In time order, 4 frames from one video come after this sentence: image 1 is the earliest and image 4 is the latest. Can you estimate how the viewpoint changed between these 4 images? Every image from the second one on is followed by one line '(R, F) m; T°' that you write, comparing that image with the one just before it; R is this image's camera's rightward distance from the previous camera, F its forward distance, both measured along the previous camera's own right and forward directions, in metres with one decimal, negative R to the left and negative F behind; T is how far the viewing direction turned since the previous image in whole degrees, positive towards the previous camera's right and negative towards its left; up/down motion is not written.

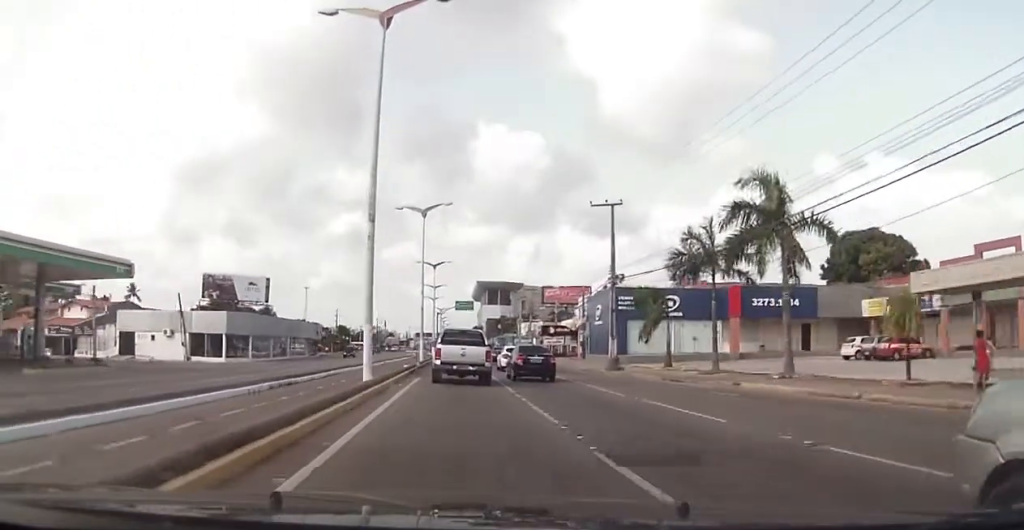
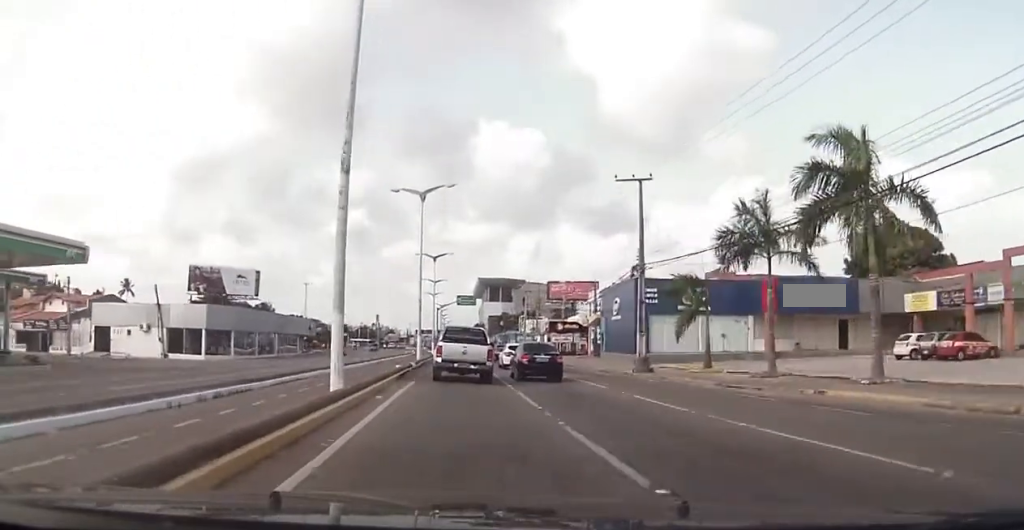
(+0.5, +5.8) m; +1°
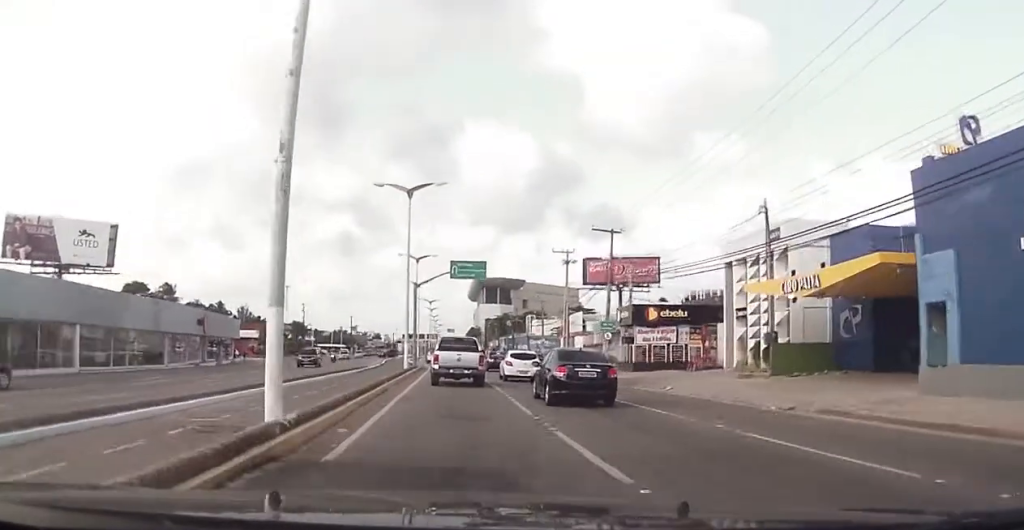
(-0.5, +40.8) m; -2°
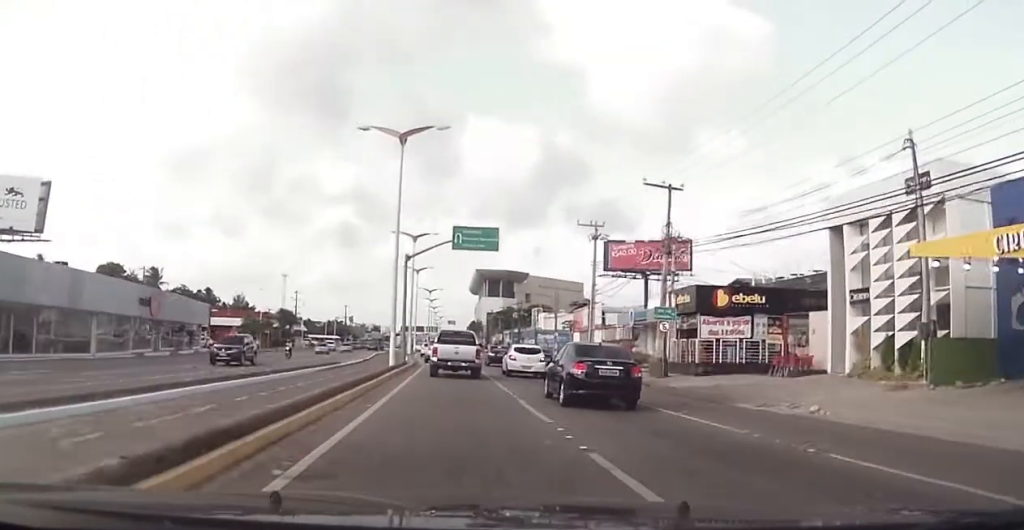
(0.0, +11.0) m; 0°
